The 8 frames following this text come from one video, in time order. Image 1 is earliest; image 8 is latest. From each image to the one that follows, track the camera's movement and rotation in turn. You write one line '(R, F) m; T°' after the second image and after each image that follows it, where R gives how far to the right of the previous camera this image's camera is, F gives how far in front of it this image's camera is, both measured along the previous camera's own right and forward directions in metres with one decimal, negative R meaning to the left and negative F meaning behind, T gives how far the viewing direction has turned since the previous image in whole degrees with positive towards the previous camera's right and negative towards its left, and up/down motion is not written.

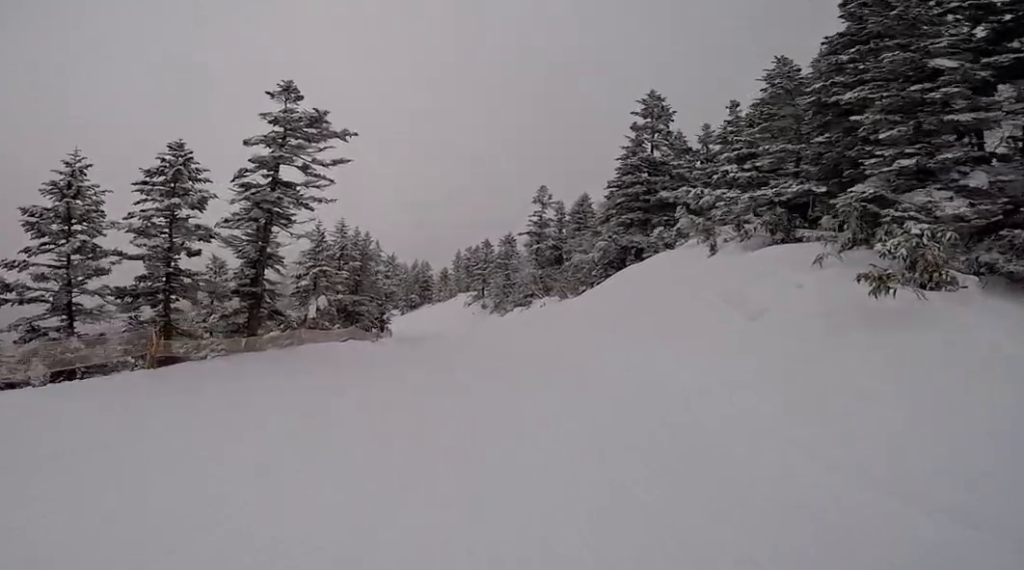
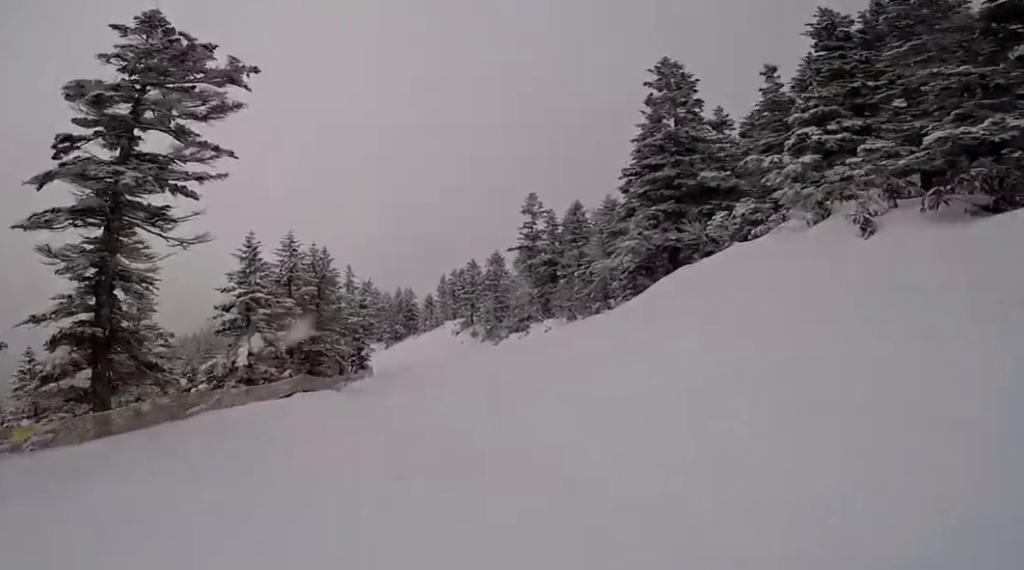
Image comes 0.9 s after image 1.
(0.0, +6.1) m; +6°
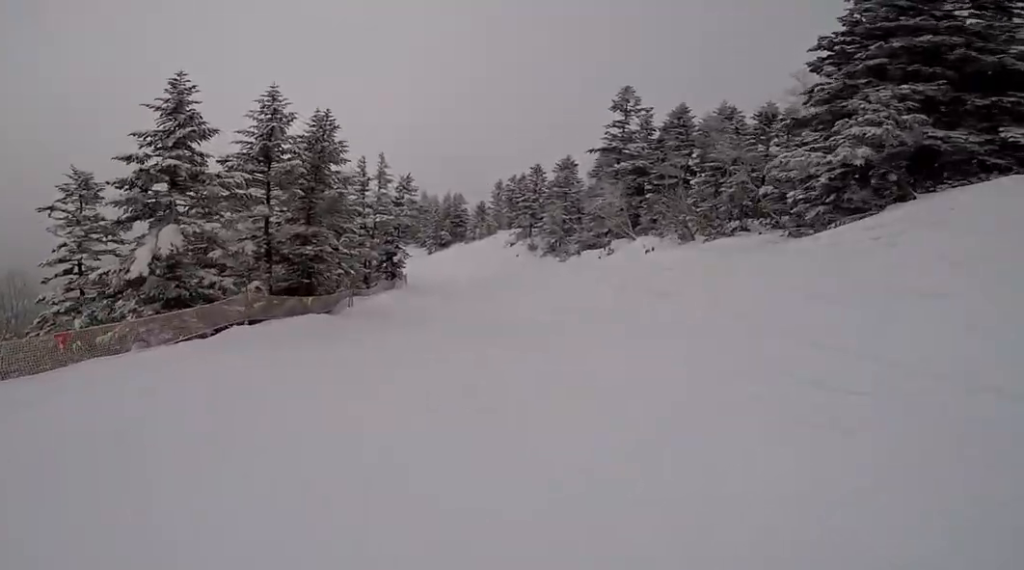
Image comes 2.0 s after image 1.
(+0.7, +7.7) m; -2°
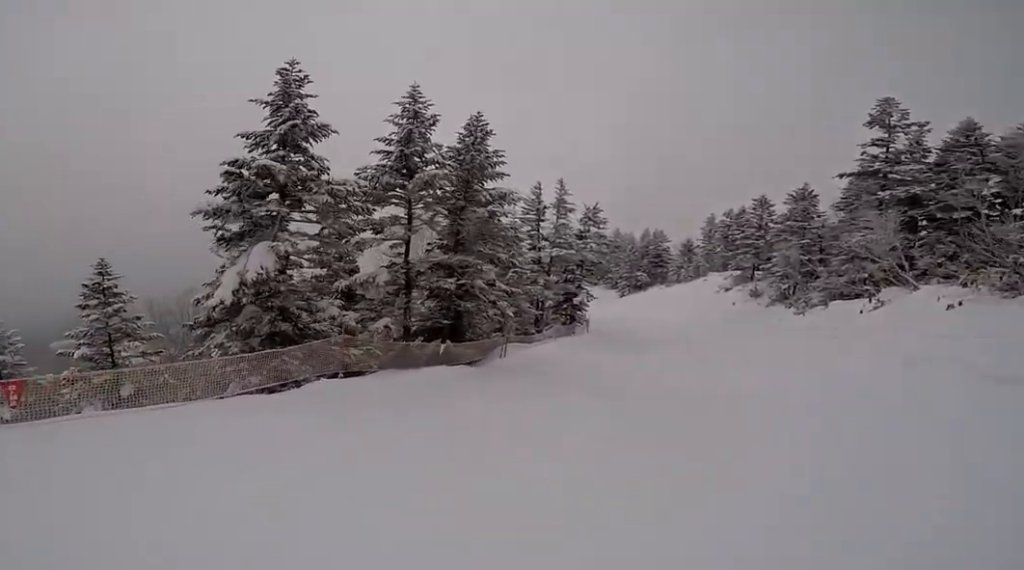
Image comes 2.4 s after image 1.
(-0.4, +3.4) m; -4°
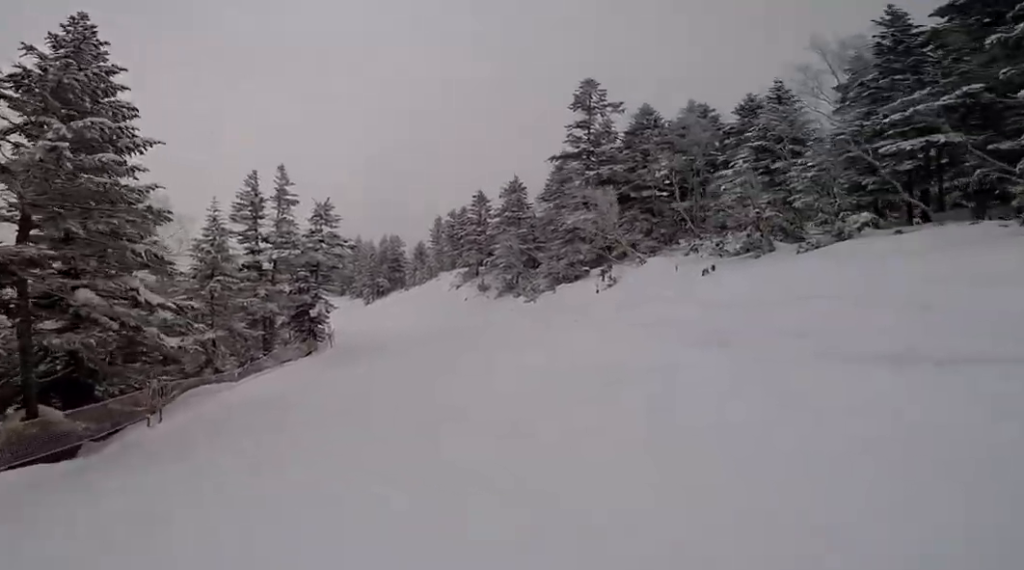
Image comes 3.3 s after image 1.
(-0.3, +5.8) m; -3°
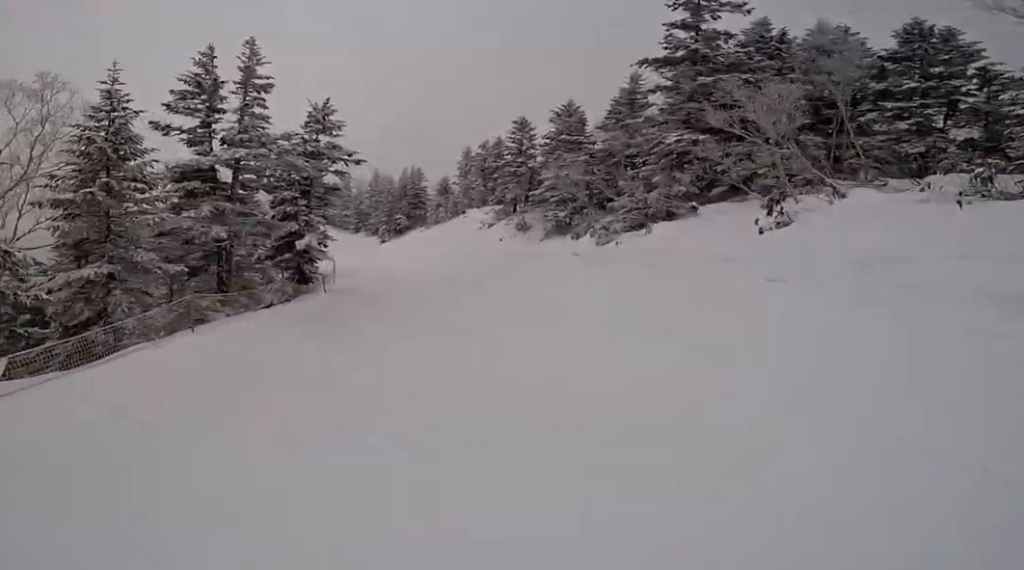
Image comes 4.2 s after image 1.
(-0.1, +7.1) m; -2°
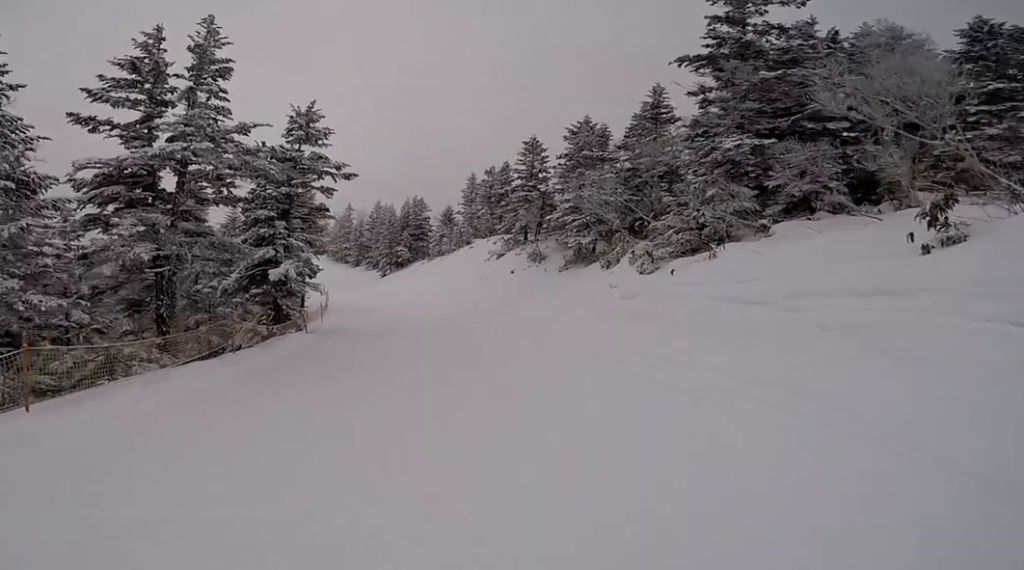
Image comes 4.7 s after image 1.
(+0.1, +3.6) m; -2°
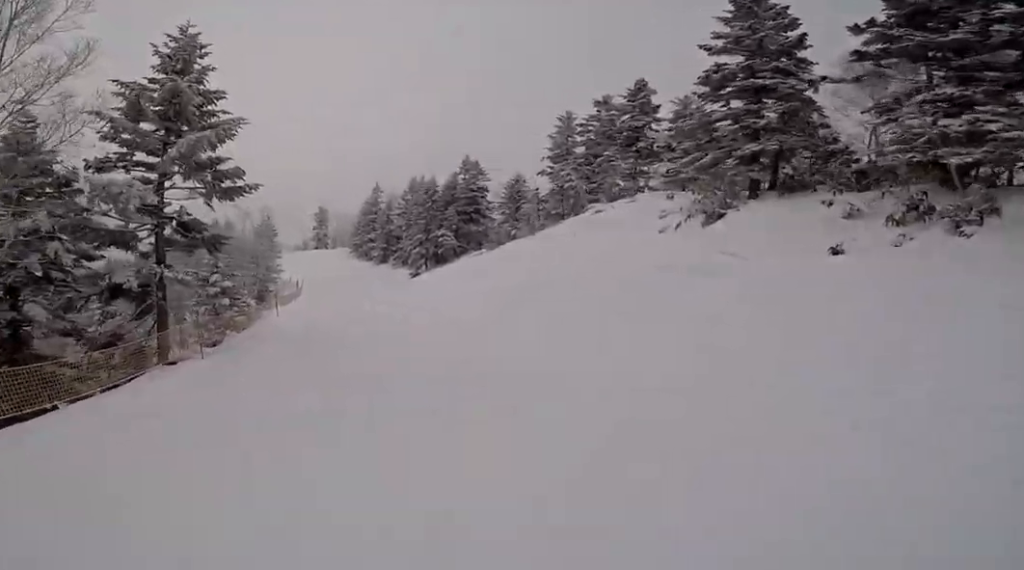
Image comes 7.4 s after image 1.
(+0.2, +20.3) m; -5°
